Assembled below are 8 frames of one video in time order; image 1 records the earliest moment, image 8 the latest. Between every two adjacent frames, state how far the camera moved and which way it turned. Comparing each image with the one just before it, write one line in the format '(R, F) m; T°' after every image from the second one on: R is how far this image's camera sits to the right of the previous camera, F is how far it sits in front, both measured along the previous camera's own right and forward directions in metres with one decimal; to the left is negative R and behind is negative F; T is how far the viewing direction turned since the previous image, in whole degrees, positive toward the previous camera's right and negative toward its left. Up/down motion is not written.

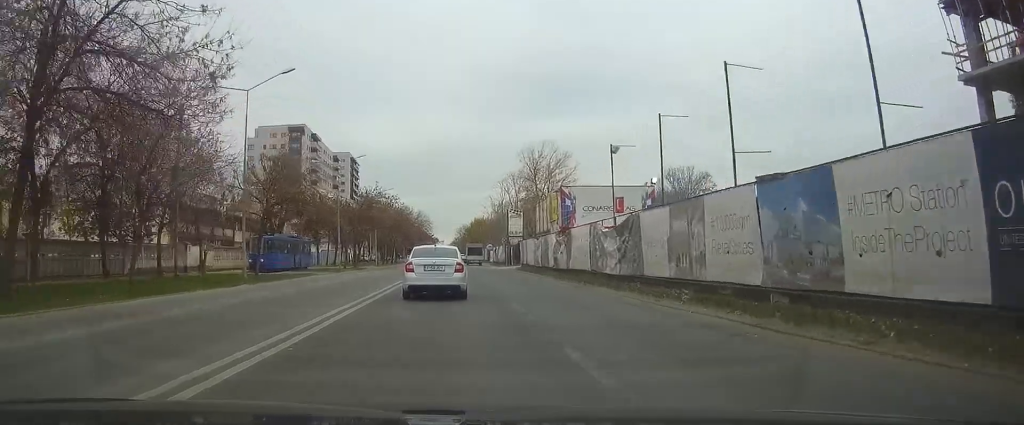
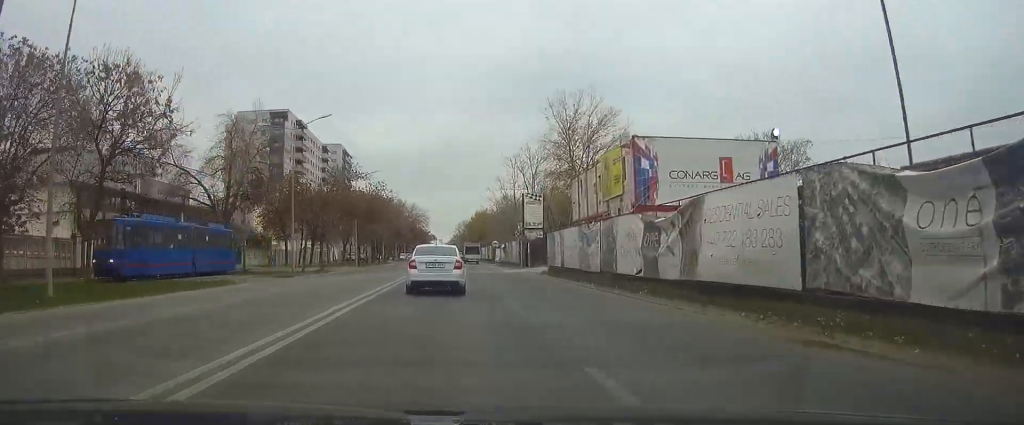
(+0.1, +18.8) m; +1°
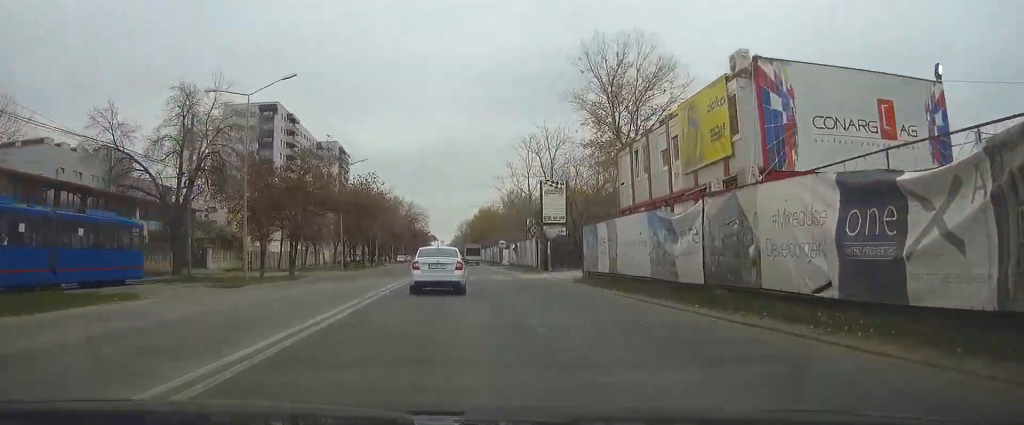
(+0.1, +11.4) m; 0°
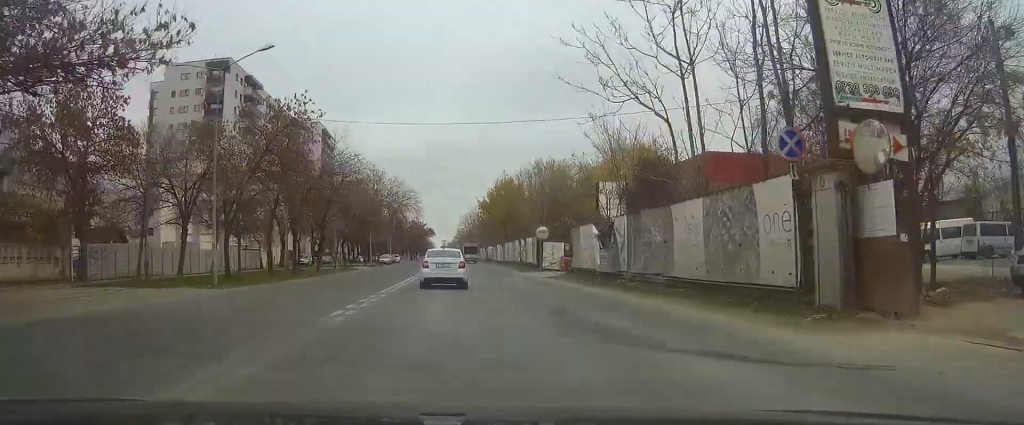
(-0.1, +37.1) m; 0°
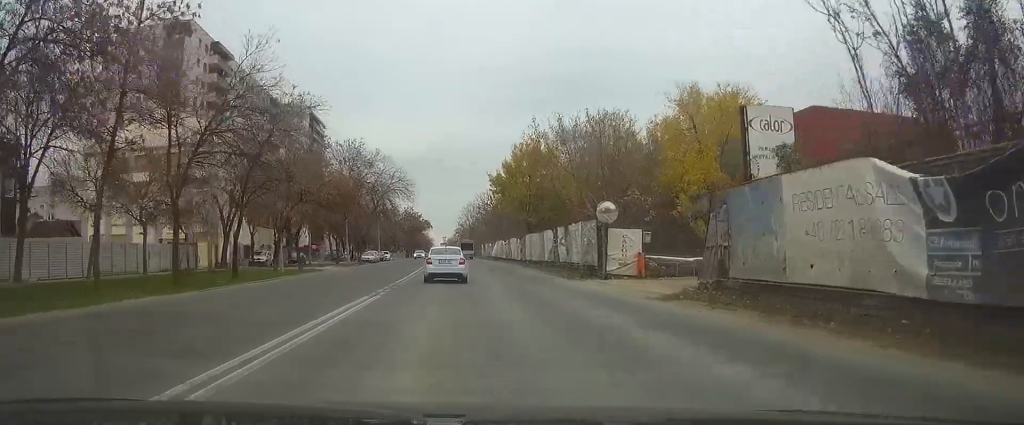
(0.0, +20.7) m; 0°
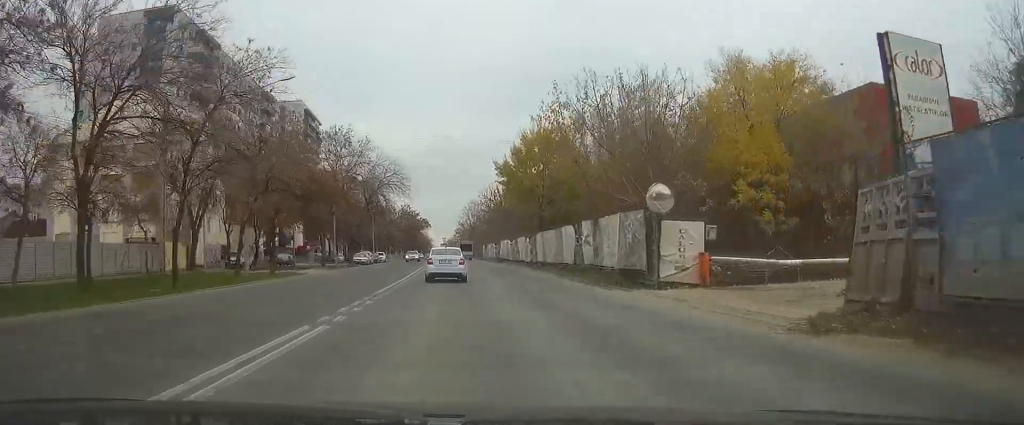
(0.0, +7.5) m; 0°
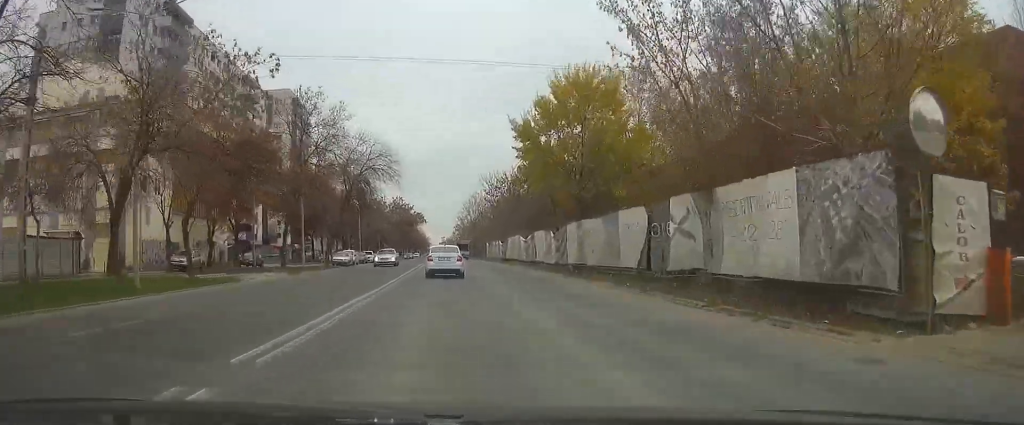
(-0.1, +13.4) m; 0°
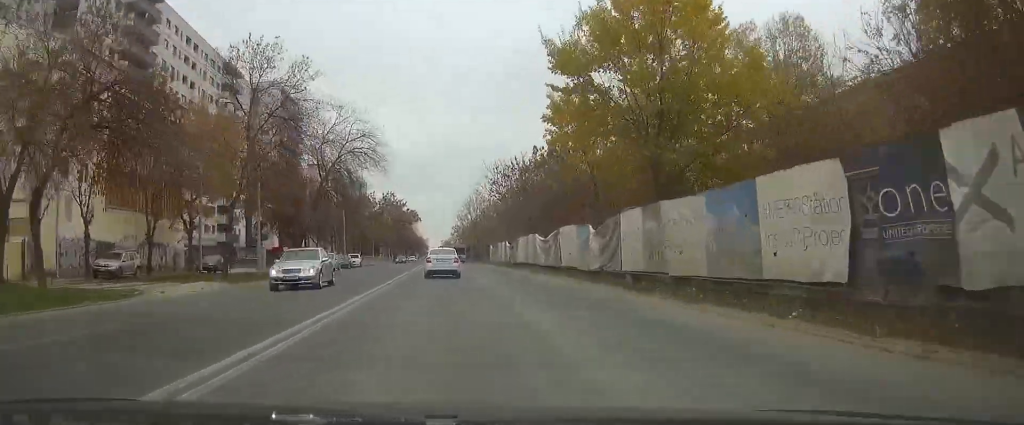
(+0.1, +11.2) m; 0°
